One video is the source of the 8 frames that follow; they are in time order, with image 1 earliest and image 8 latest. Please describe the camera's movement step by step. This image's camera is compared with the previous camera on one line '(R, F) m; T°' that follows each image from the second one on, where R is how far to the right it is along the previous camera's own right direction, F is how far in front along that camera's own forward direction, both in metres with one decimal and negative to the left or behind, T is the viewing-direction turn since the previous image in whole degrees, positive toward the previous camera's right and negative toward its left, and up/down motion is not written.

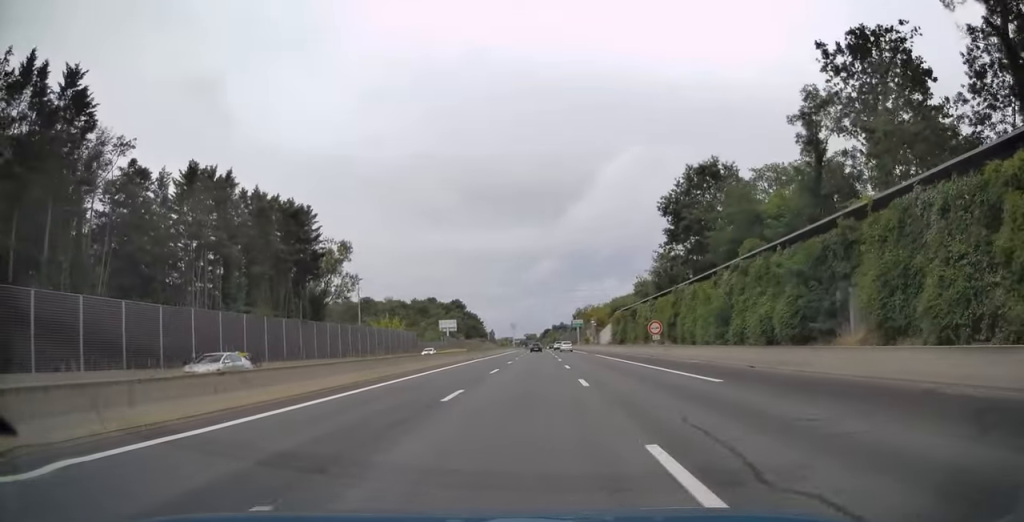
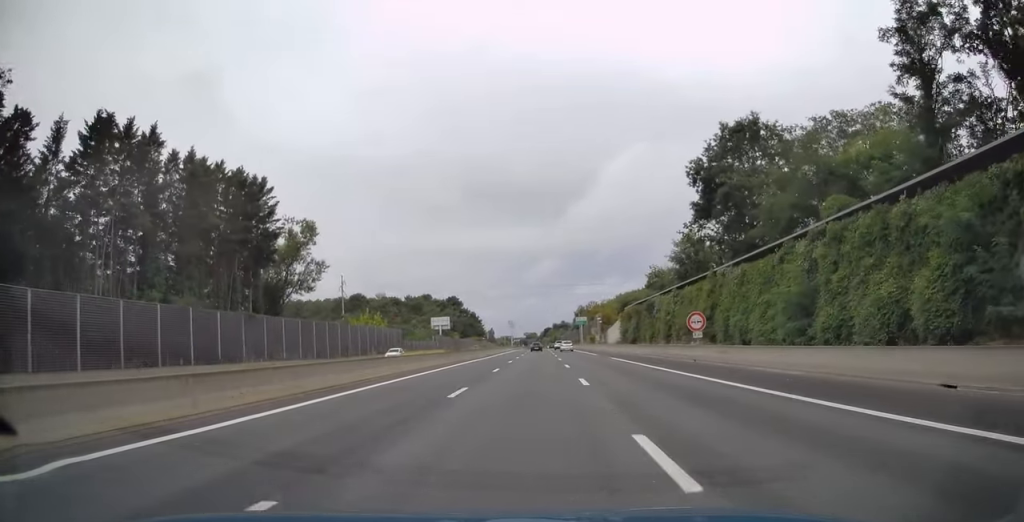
(+0.1, +12.3) m; 0°
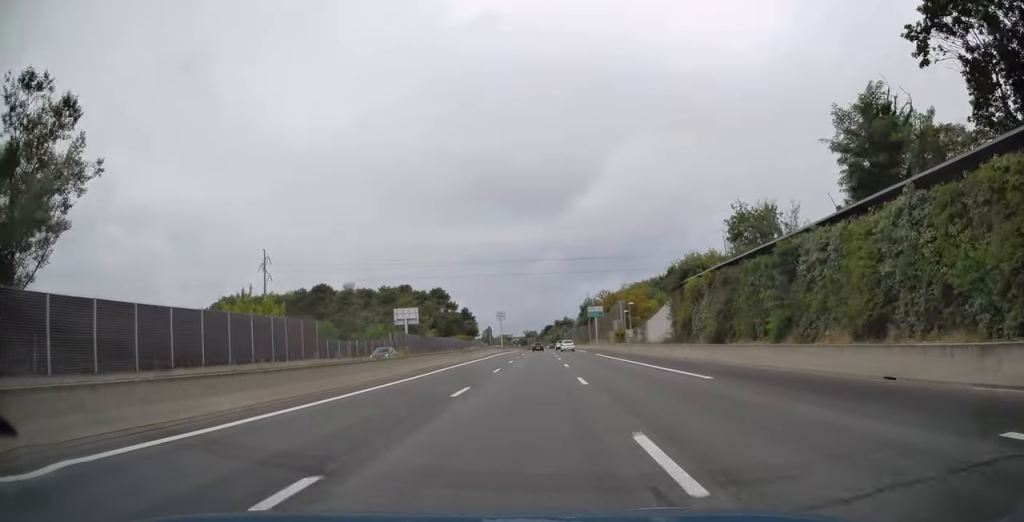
(-0.1, +38.4) m; 0°
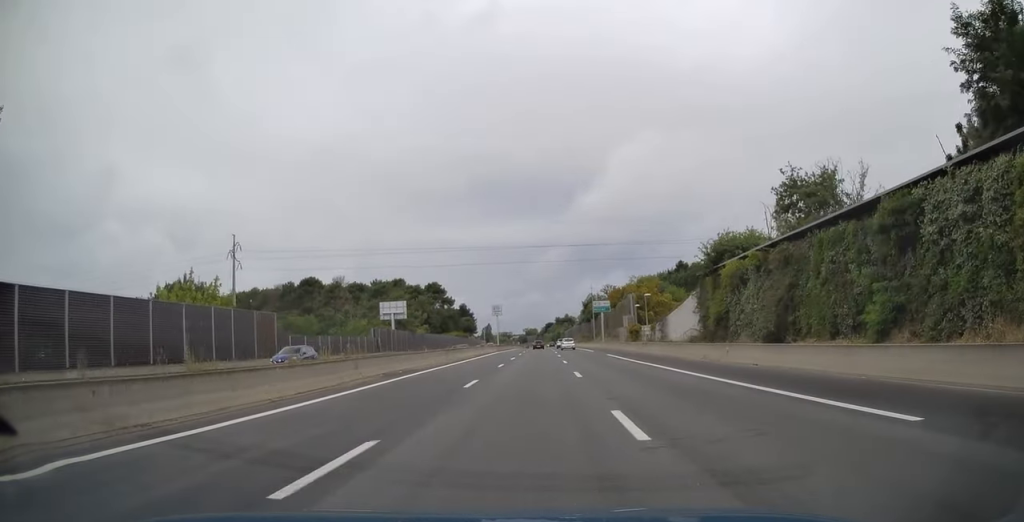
(0.0, +10.5) m; 0°
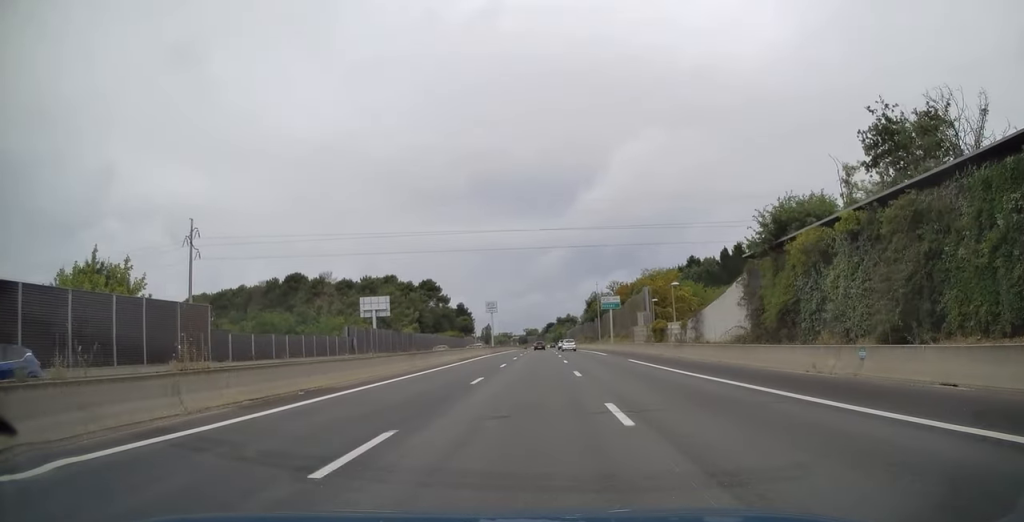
(0.0, +11.8) m; 0°
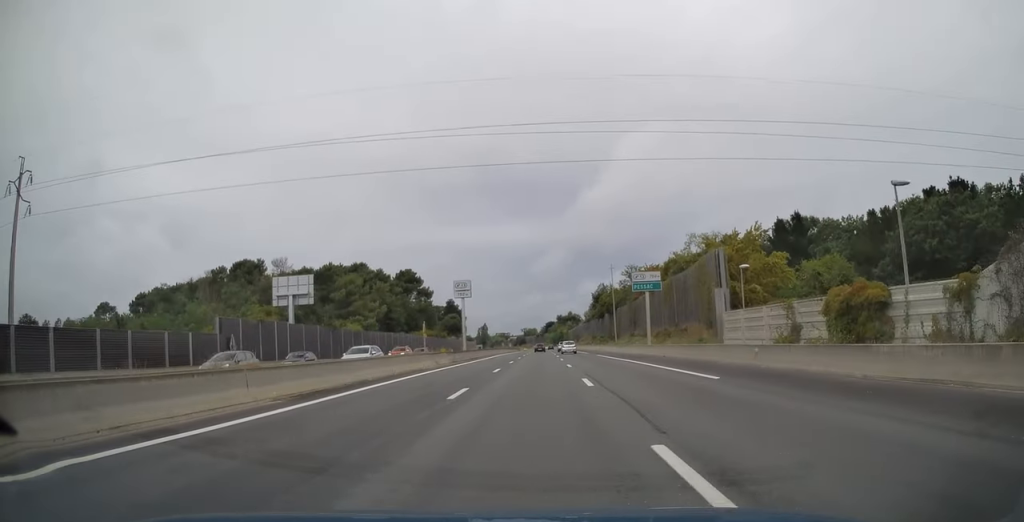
(+0.1, +30.6) m; 0°
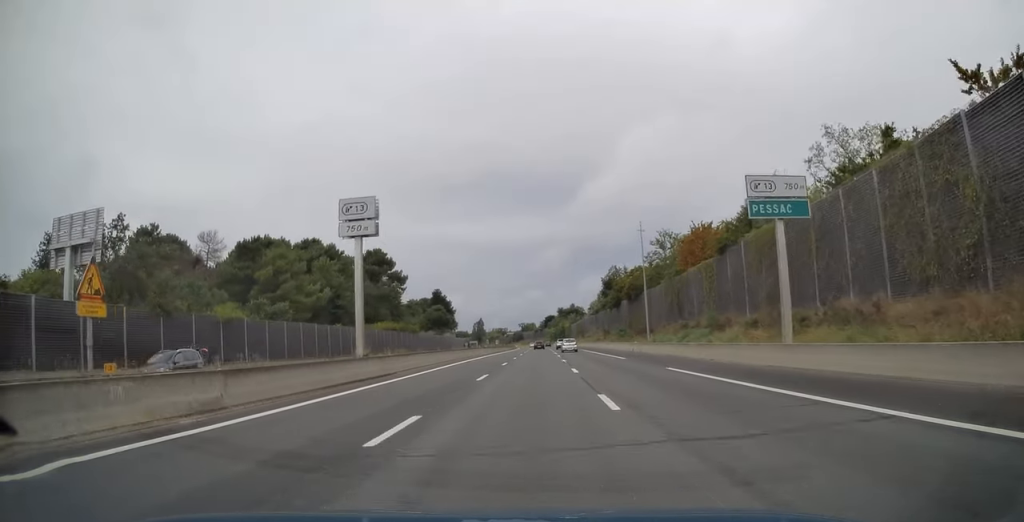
(-0.2, +32.4) m; 0°
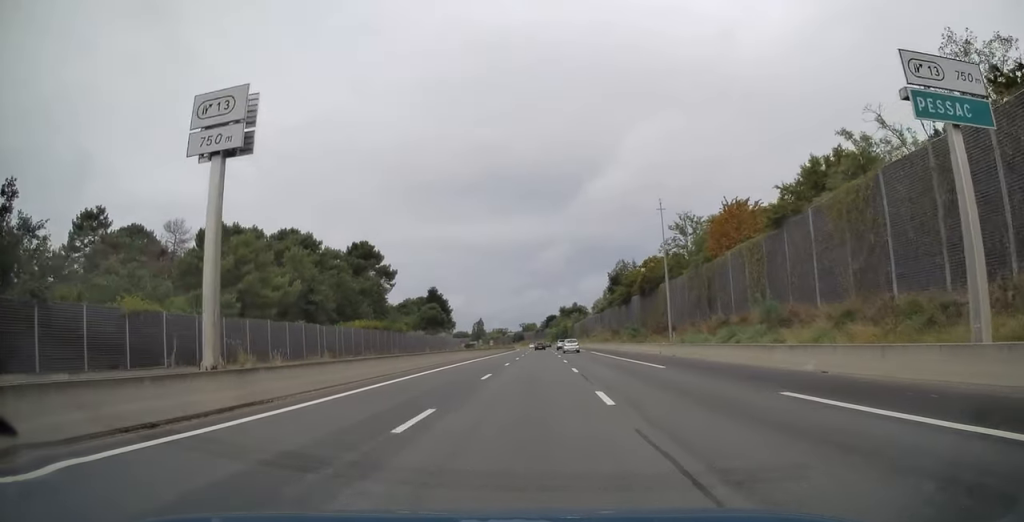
(+0.1, +11.8) m; 0°
